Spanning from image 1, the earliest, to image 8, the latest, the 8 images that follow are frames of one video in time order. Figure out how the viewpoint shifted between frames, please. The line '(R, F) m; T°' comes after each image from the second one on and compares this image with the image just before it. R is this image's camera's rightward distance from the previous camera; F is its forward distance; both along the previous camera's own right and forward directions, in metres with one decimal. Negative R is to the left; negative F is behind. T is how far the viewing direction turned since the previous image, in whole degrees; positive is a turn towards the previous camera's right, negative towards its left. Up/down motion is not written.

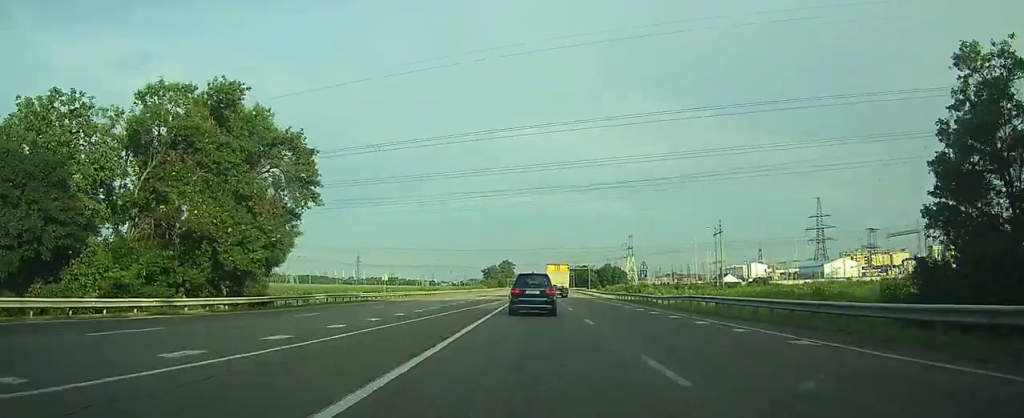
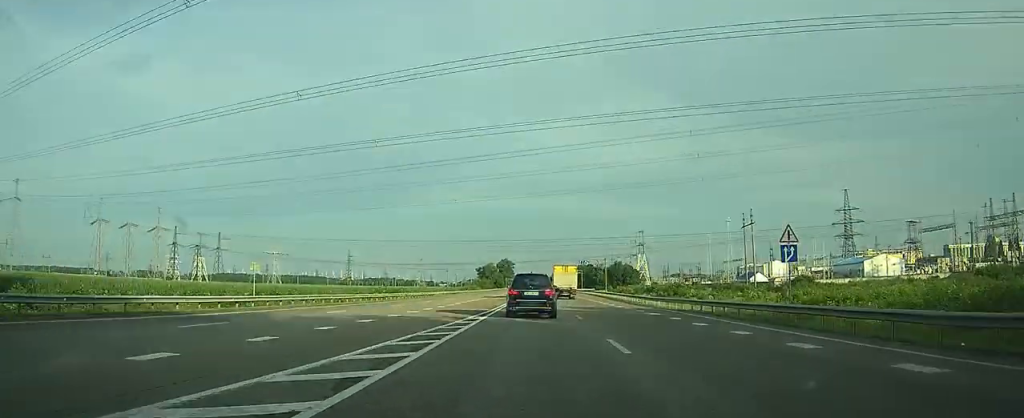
(0.0, +32.9) m; 0°
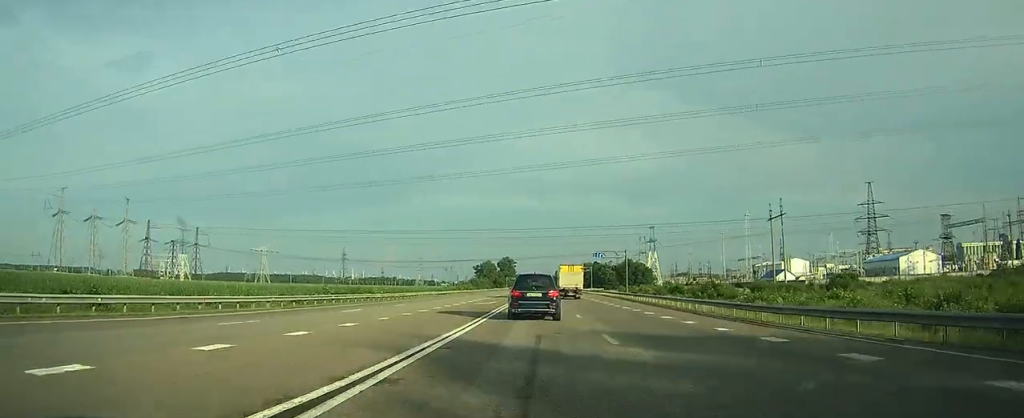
(0.0, +22.1) m; 0°
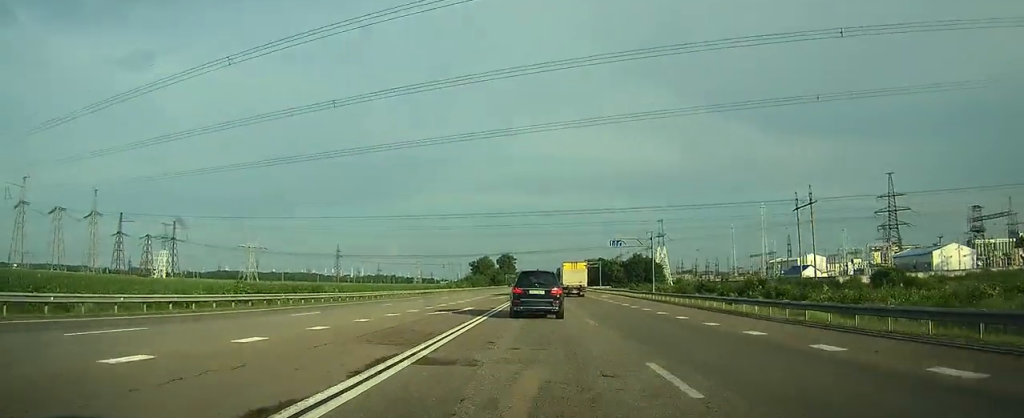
(0.0, +18.6) m; 0°
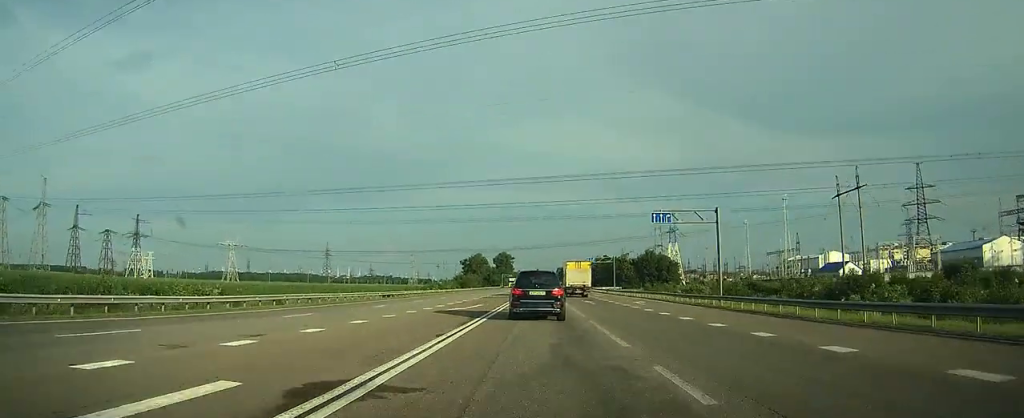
(0.0, +24.3) m; 0°
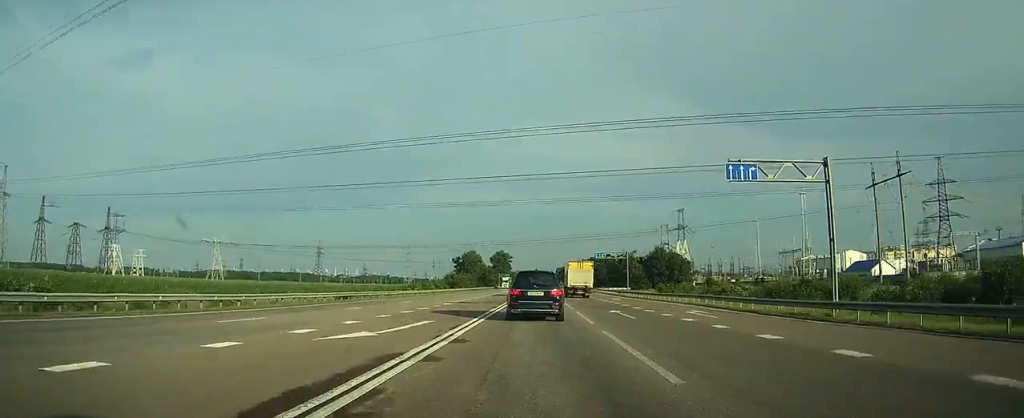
(0.0, +16.5) m; 0°
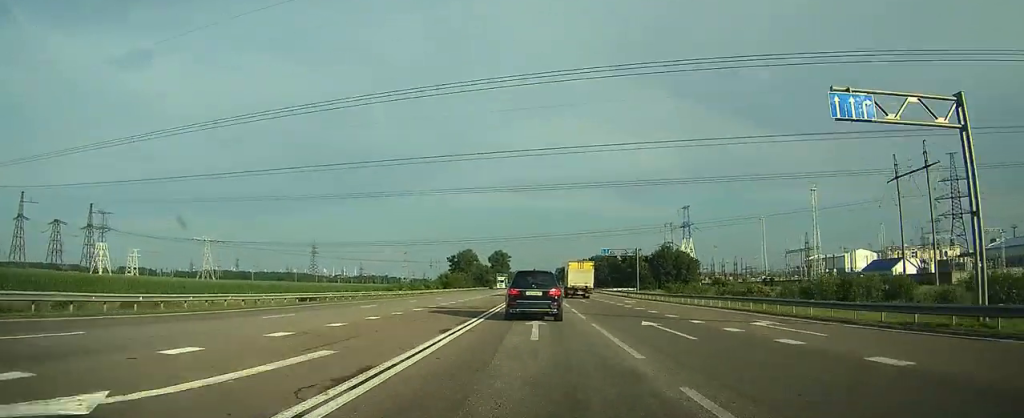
(0.0, +9.3) m; 0°
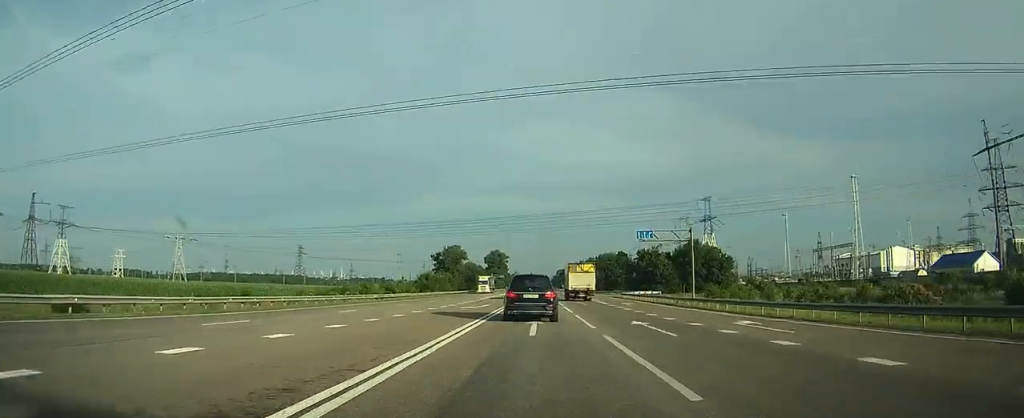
(+0.1, +28.0) m; 0°
